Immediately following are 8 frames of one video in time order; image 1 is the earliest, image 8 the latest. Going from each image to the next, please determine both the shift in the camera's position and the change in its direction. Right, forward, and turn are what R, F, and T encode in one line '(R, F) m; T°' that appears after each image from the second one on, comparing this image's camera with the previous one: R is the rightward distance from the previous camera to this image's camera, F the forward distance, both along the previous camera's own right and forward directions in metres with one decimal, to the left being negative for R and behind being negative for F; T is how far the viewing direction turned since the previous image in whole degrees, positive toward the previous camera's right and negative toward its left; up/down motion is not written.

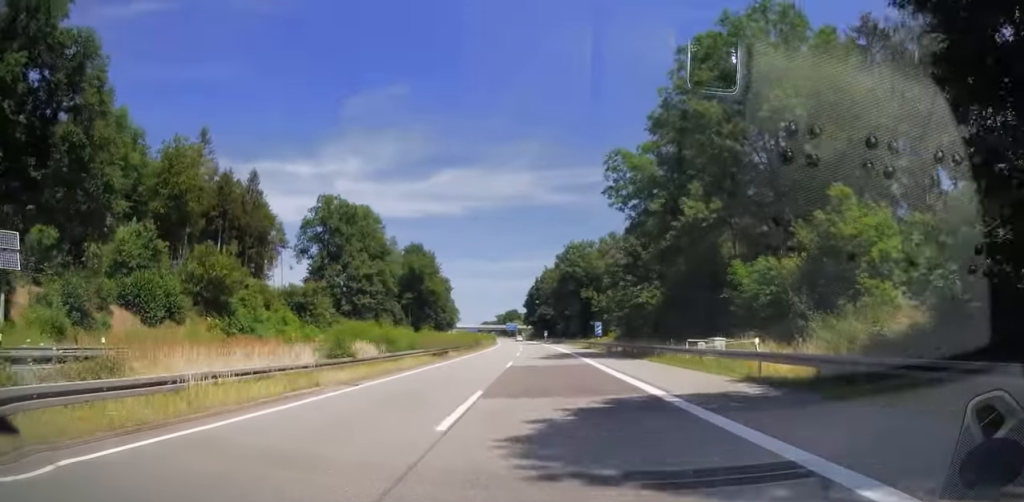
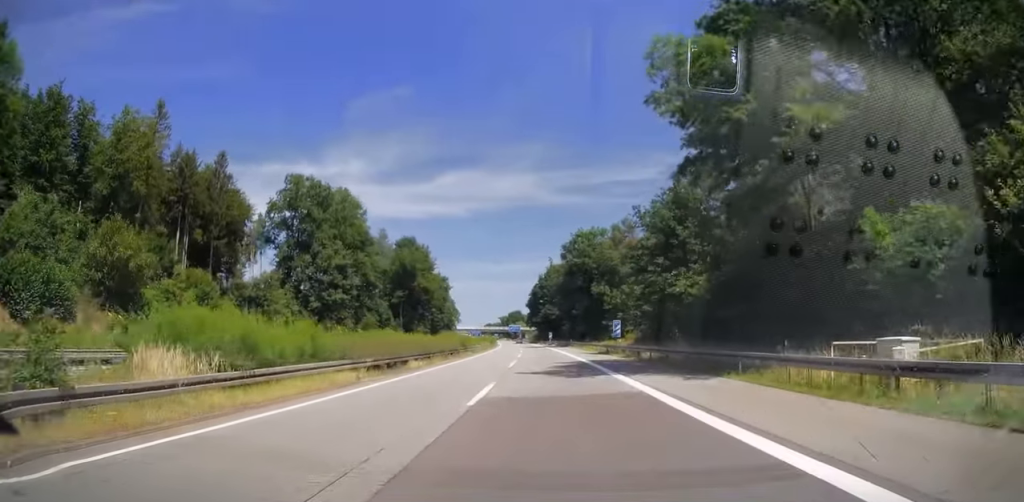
(0.0, +14.3) m; 0°
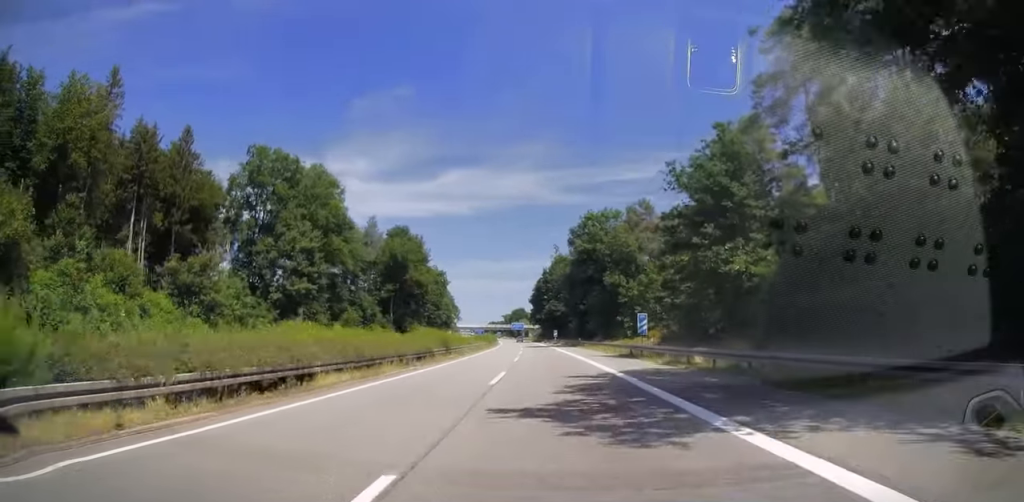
(0.0, +12.8) m; 0°
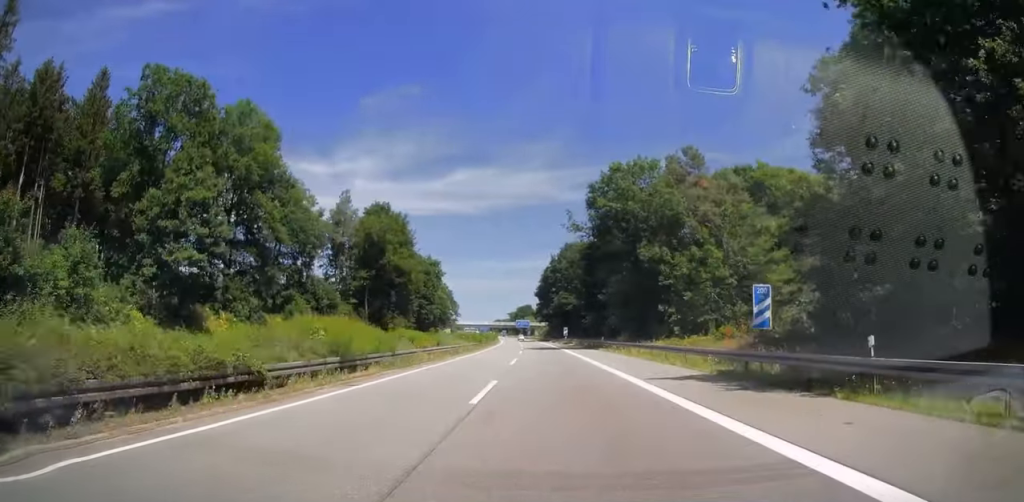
(-0.1, +23.6) m; 0°
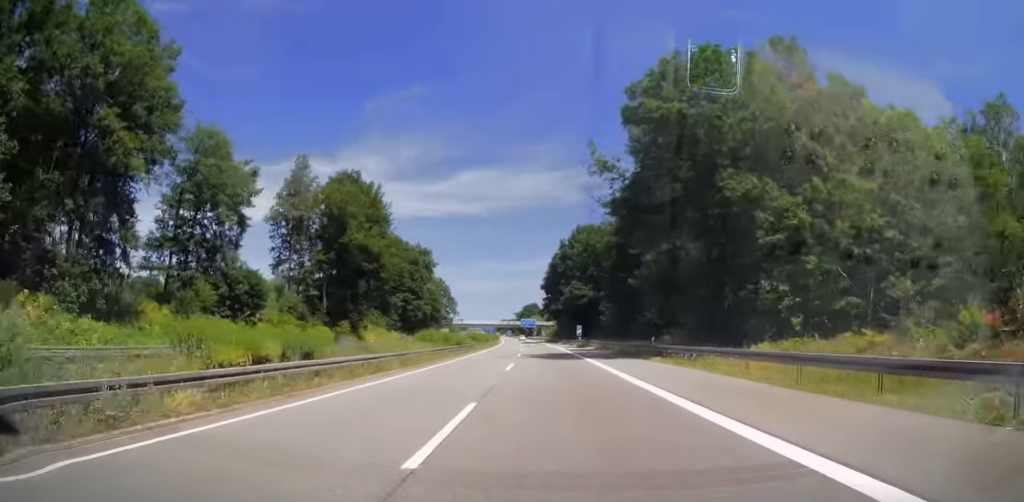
(-0.1, +24.1) m; -1°
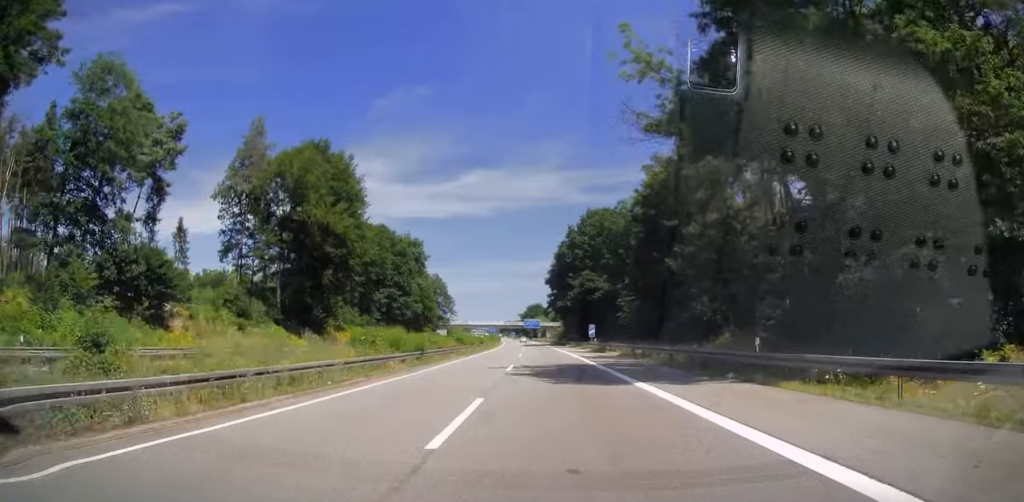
(+0.1, +16.7) m; -1°
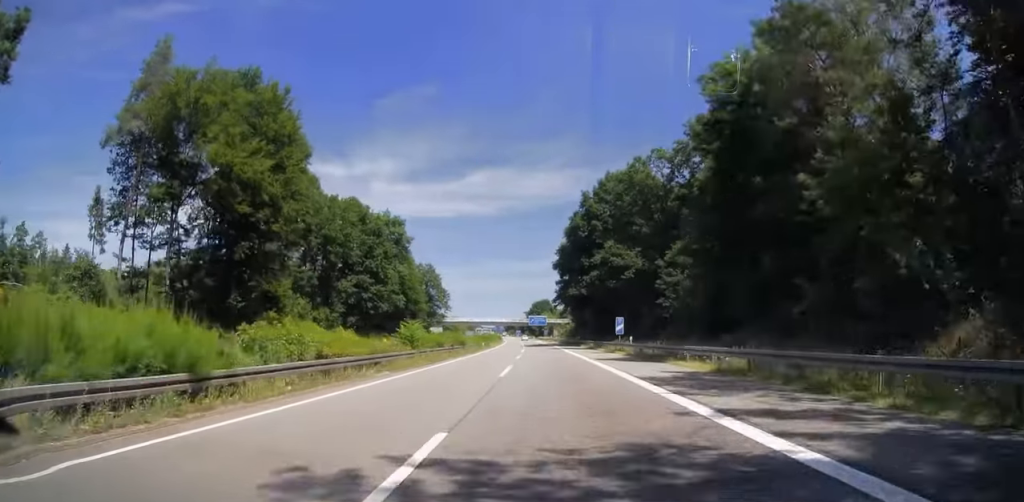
(-0.3, +23.1) m; -1°
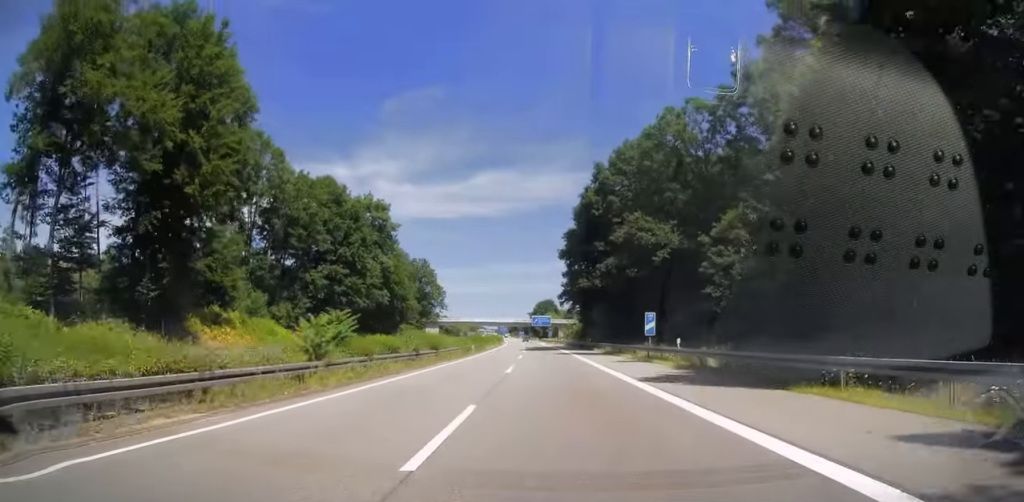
(-0.1, +14.2) m; 0°
